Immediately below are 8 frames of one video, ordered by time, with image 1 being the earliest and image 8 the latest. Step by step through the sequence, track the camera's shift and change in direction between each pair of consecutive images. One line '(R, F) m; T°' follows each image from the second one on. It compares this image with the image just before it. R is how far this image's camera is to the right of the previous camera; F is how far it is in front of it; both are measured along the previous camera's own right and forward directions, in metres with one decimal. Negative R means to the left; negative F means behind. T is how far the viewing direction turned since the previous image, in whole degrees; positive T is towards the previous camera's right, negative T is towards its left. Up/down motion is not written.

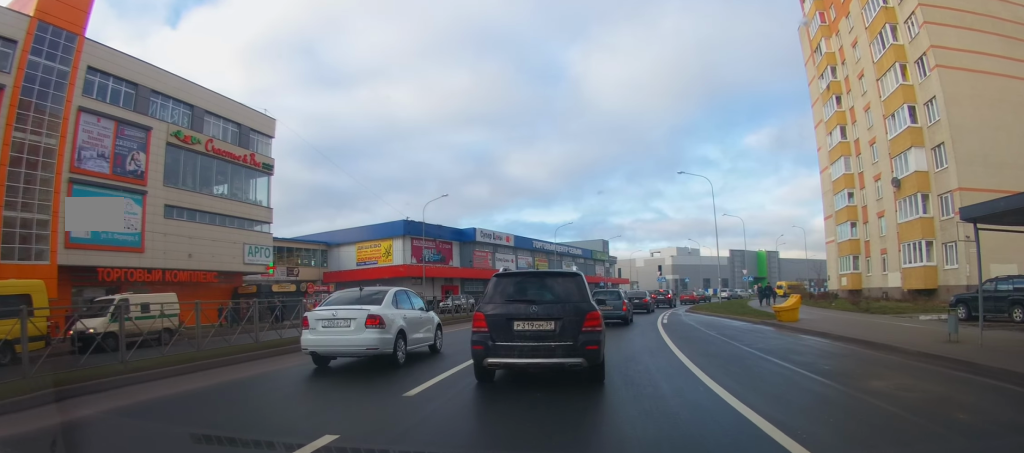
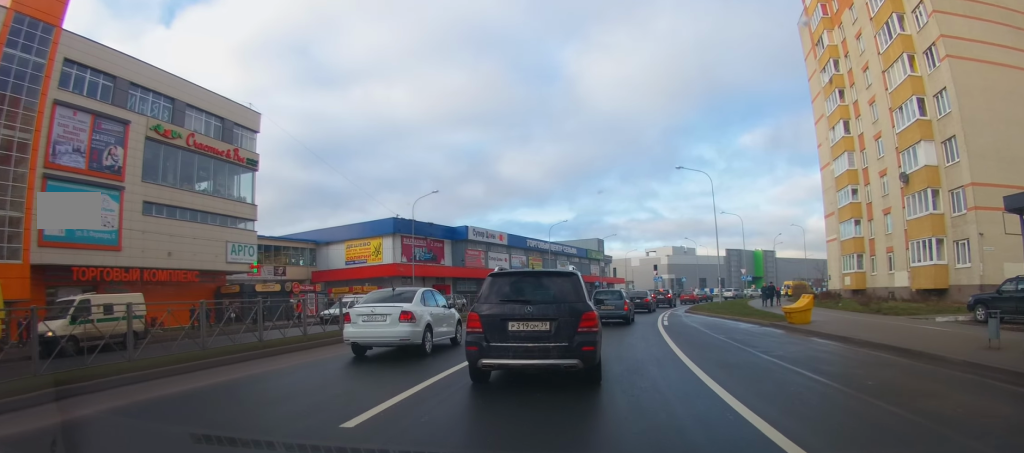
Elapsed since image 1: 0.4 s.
(0.0, +1.8) m; 0°
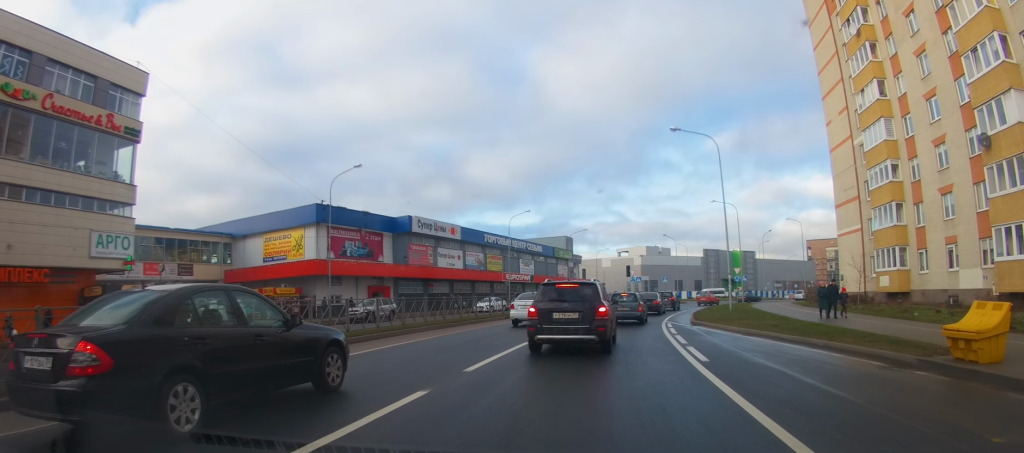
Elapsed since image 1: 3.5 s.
(+0.1, +11.7) m; +3°
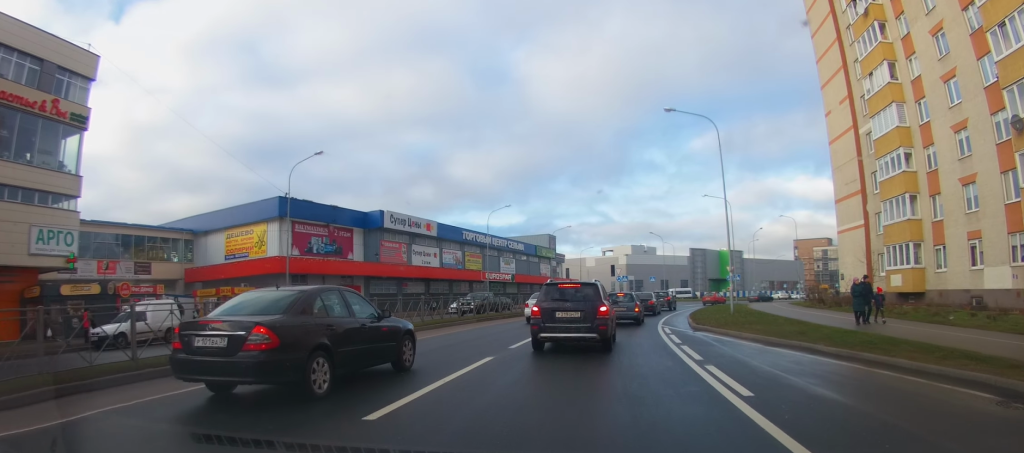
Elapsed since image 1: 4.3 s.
(0.0, +3.3) m; +2°
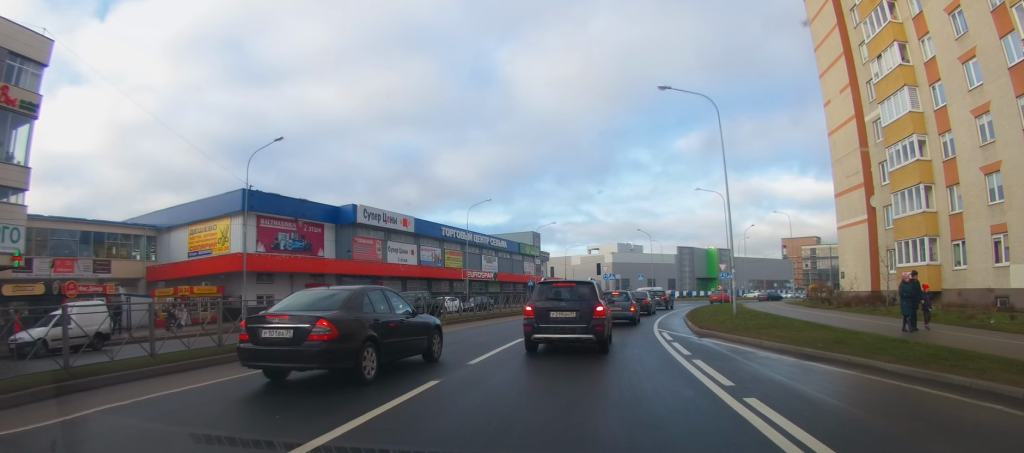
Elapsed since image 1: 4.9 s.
(0.0, +2.8) m; +2°
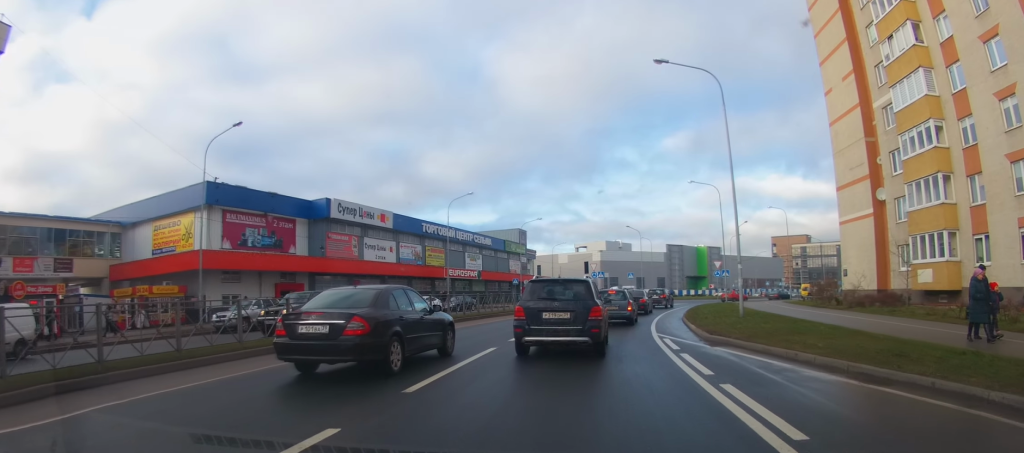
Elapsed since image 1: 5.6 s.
(+0.1, +2.6) m; +2°
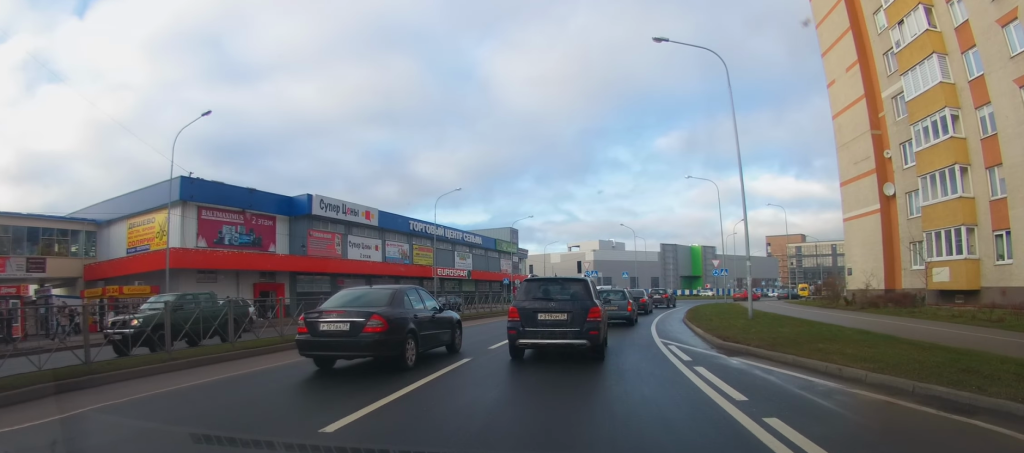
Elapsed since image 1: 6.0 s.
(0.0, +2.1) m; +1°
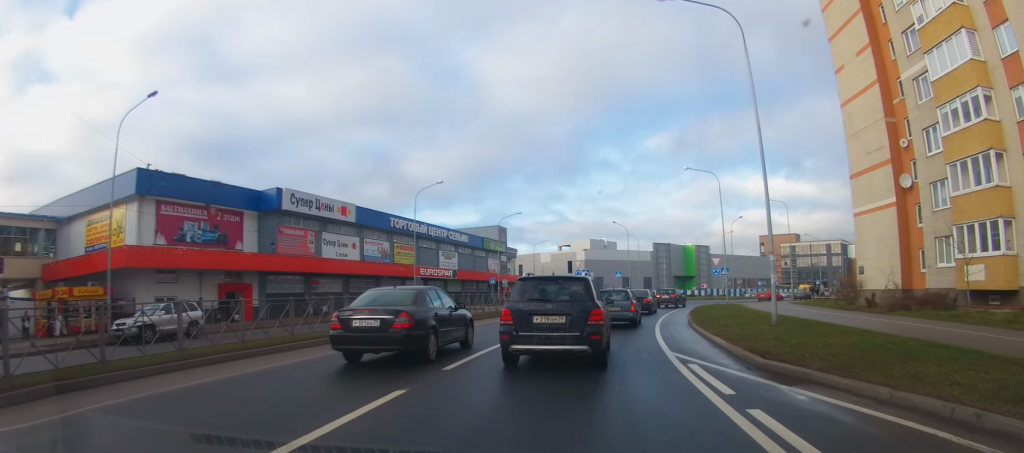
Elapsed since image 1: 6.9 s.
(0.0, +3.4) m; 0°
